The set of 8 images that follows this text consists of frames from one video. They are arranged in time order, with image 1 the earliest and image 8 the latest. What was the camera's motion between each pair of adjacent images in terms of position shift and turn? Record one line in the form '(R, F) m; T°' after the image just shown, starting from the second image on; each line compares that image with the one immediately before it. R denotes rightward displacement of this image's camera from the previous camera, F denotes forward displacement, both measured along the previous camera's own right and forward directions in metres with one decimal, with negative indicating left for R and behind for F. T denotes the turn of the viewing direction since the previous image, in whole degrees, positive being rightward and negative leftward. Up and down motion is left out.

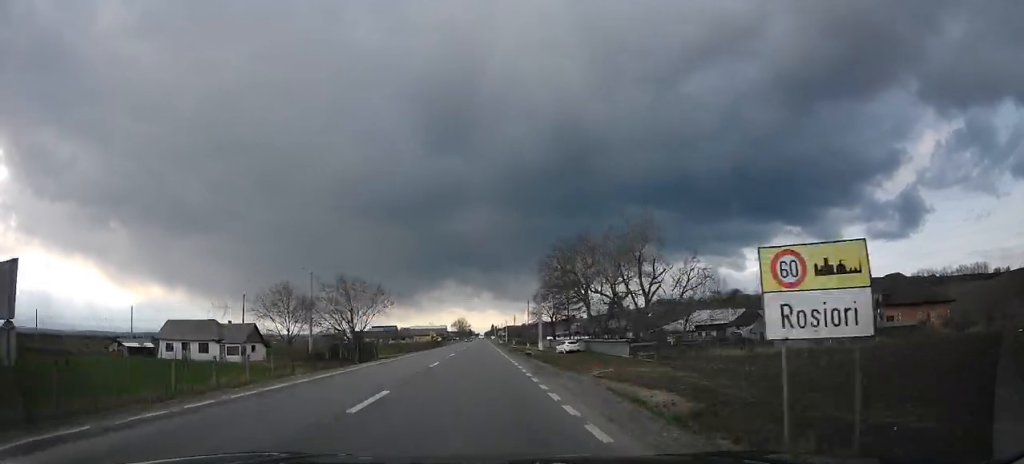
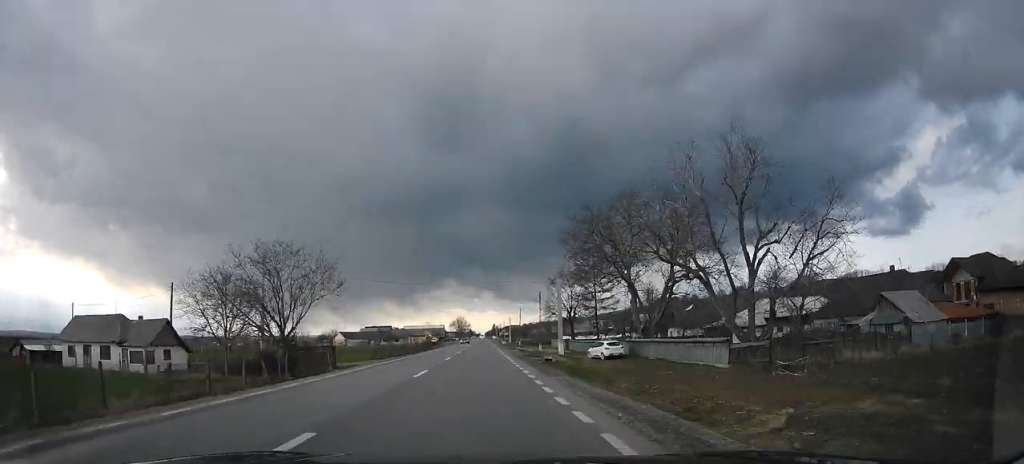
(0.0, +17.3) m; 0°
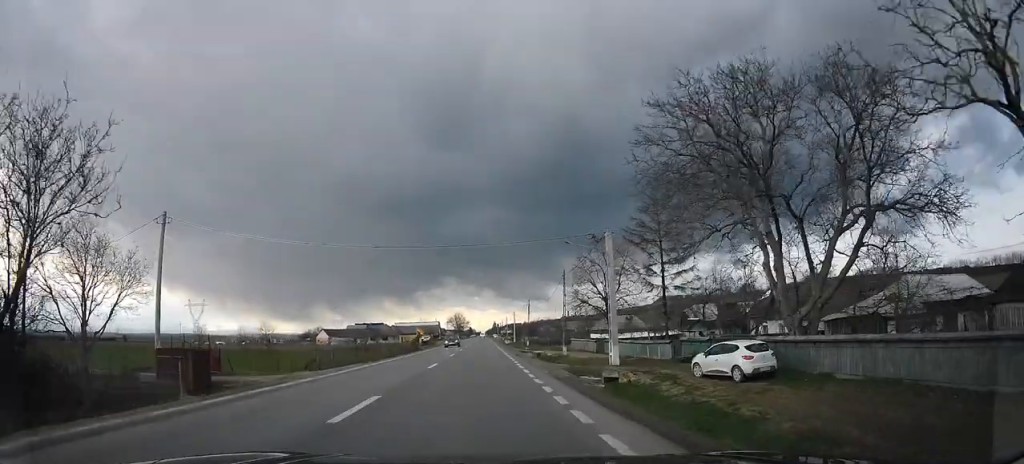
(-0.1, +20.6) m; 0°
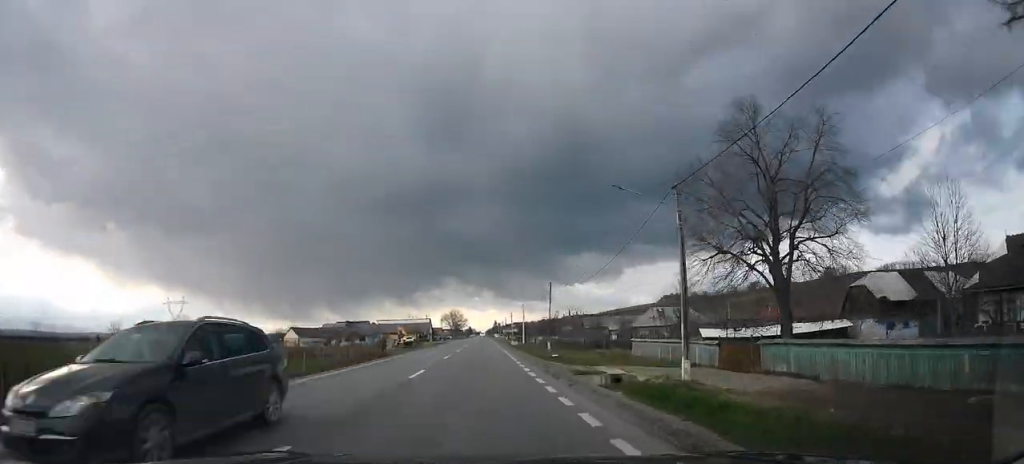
(-0.2, +29.0) m; -1°
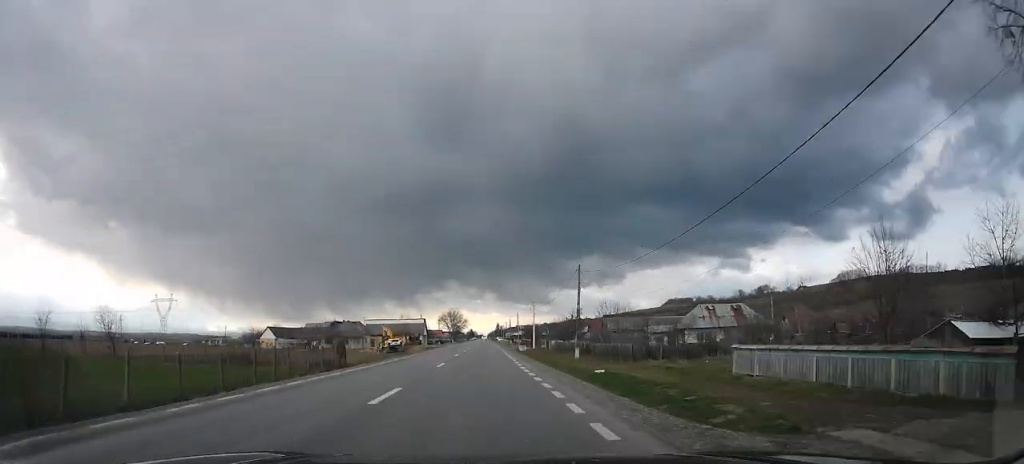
(-0.2, +17.4) m; -1°
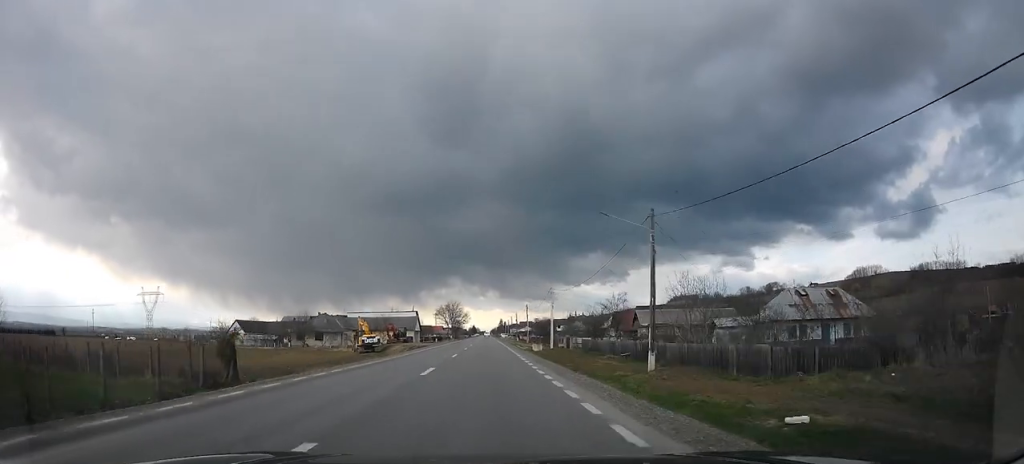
(0.0, +19.0) m; 0°
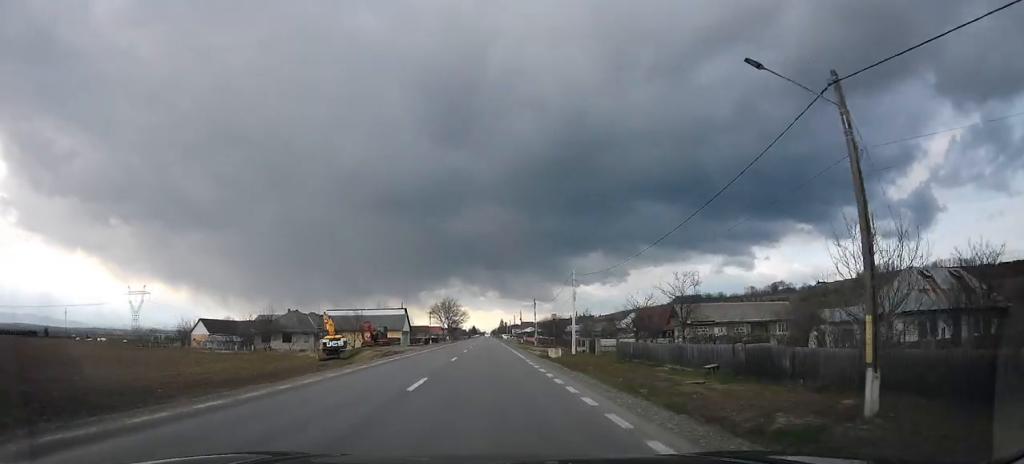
(0.0, +15.5) m; 0°
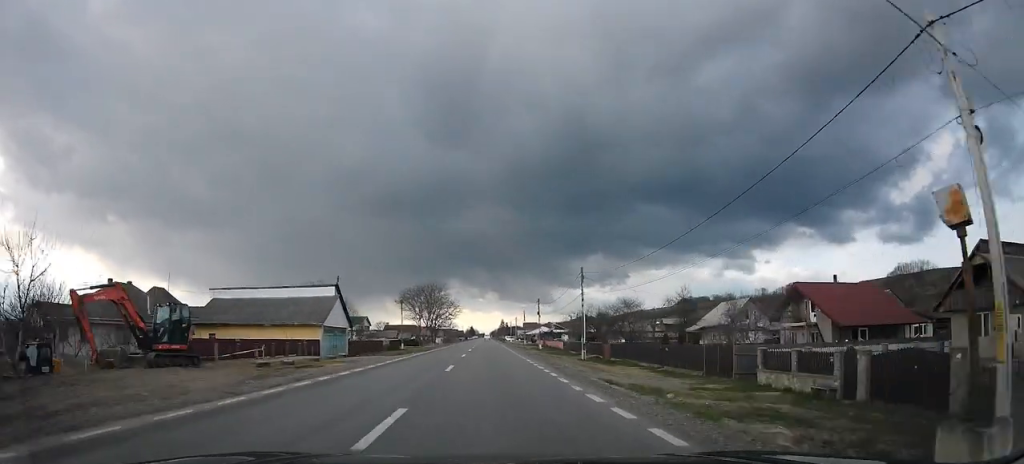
(0.0, +43.4) m; +3°
